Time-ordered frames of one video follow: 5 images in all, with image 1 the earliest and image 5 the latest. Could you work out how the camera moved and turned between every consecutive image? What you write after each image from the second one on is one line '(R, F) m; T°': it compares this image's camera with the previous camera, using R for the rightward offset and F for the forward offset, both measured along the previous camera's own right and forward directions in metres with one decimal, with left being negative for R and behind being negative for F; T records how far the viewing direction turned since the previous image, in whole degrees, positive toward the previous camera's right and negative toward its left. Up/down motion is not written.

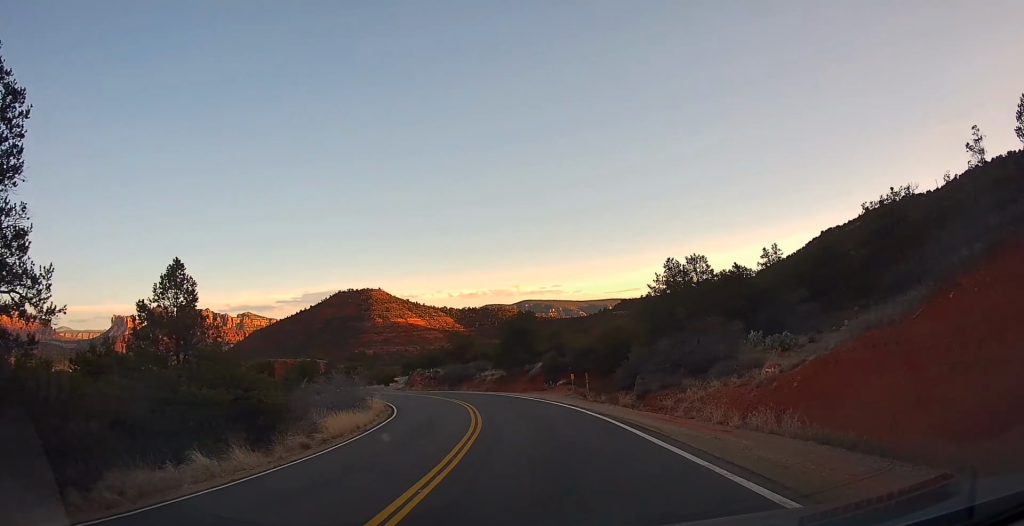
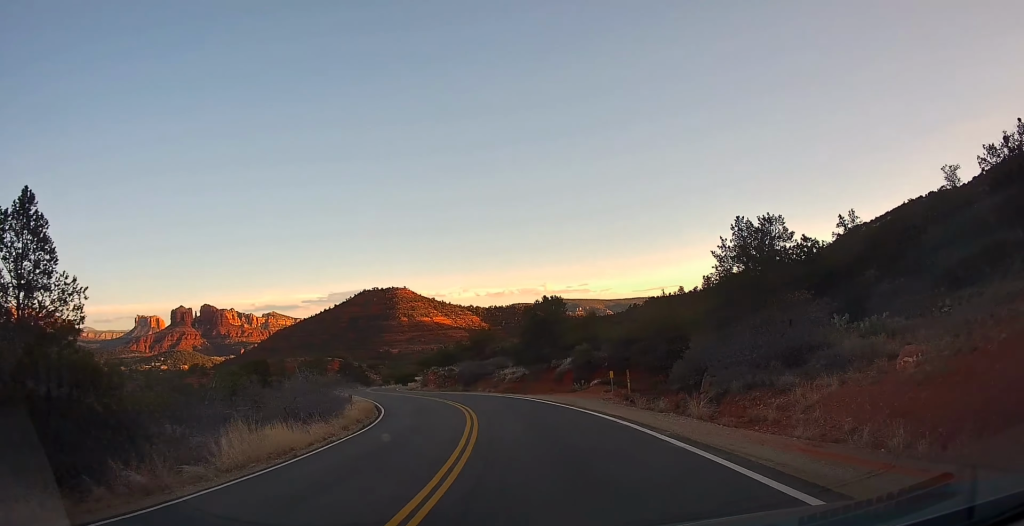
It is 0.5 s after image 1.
(0.0, +8.3) m; -1°
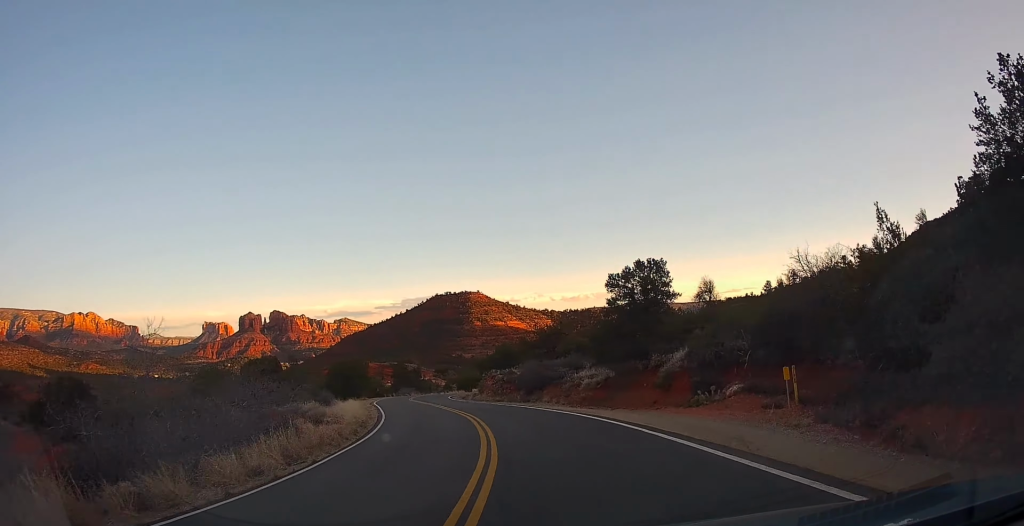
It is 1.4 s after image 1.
(-0.2, +14.2) m; -3°
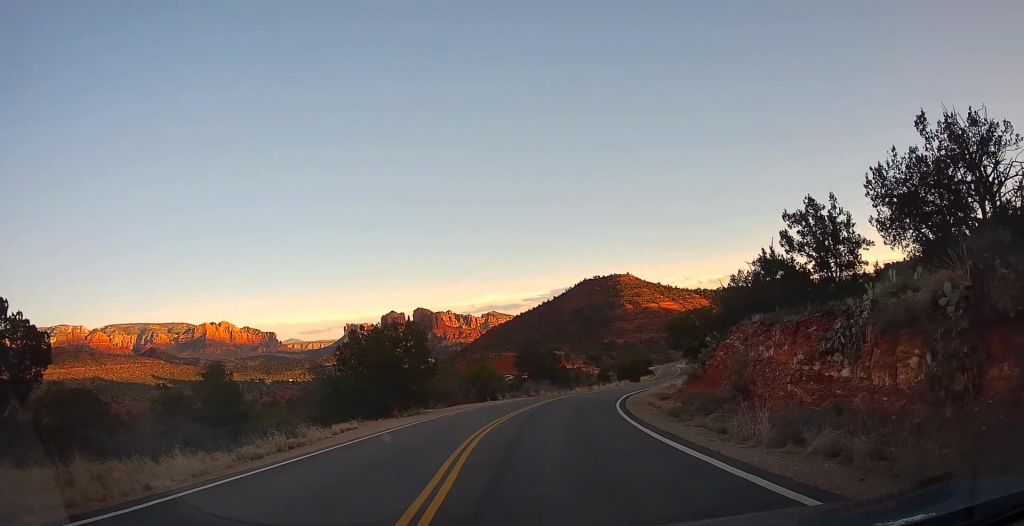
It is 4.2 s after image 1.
(-7.7, +42.1) m; -17°
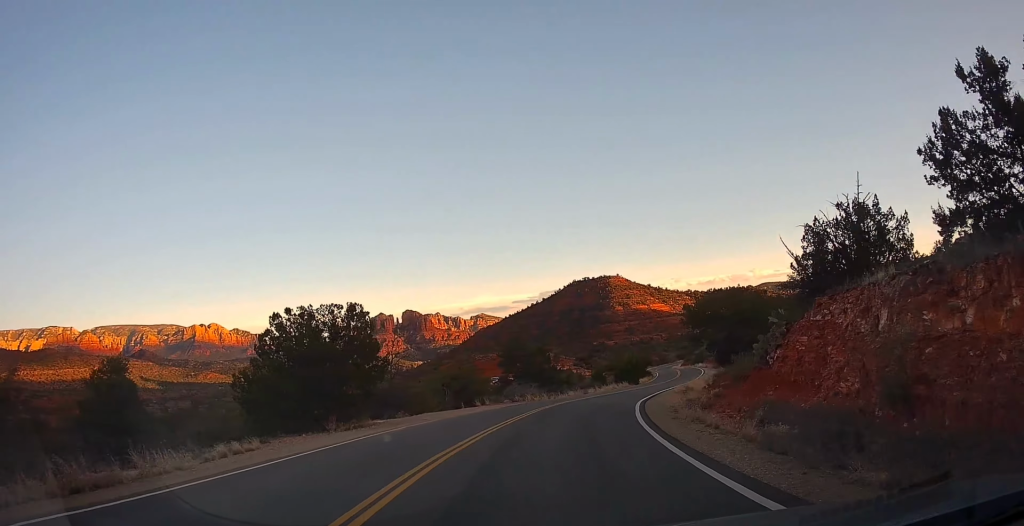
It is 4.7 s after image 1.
(-0.2, +8.4) m; -1°
